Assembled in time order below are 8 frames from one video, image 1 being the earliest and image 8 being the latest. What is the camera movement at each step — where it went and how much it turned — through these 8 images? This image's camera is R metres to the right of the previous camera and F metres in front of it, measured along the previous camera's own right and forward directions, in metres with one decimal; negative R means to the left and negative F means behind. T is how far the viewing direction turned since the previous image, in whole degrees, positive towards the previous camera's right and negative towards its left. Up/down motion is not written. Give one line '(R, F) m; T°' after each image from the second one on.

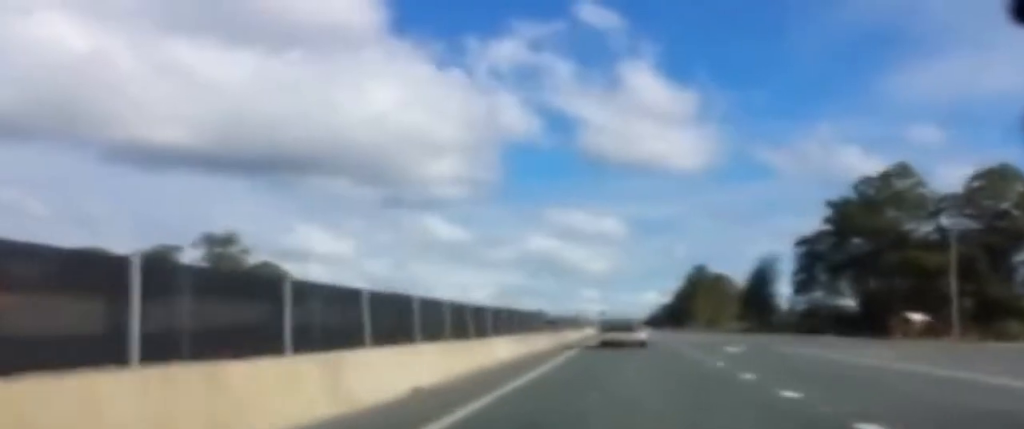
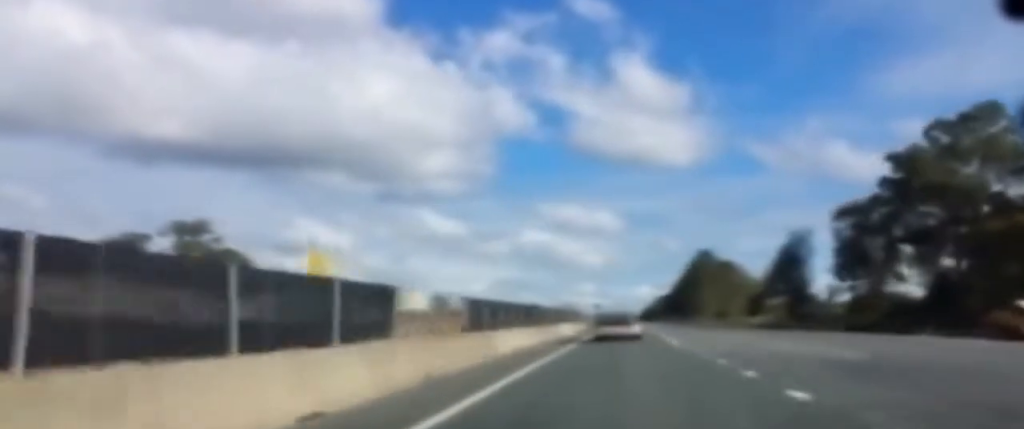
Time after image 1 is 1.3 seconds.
(+0.1, +28.6) m; +2°
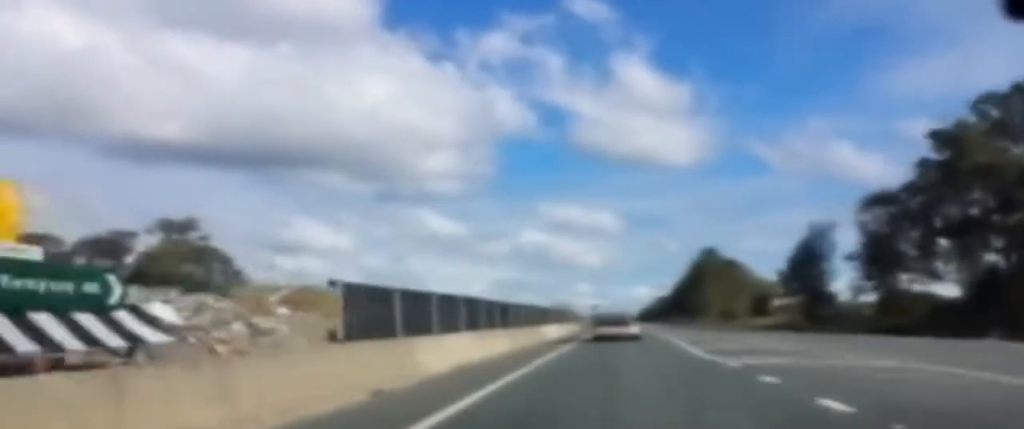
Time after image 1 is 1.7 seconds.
(+0.1, +9.6) m; +1°
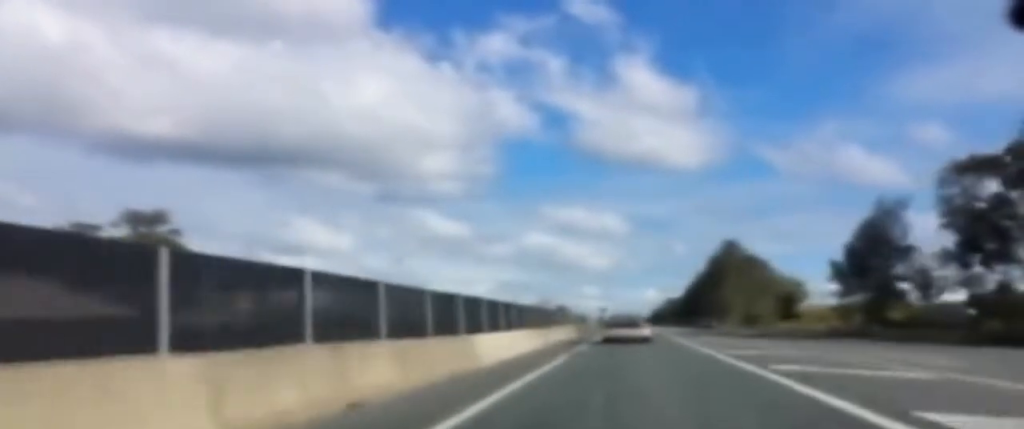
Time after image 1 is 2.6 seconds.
(+0.2, +19.9) m; 0°
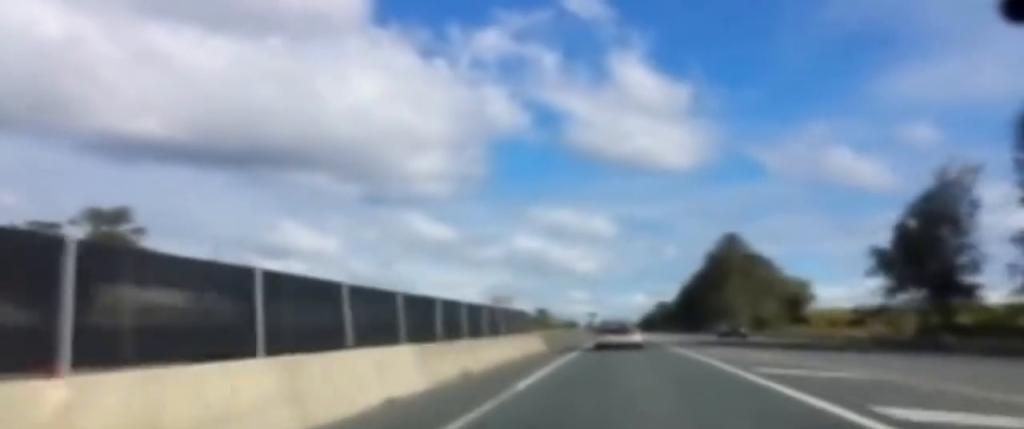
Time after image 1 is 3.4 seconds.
(-0.2, +16.2) m; -1°
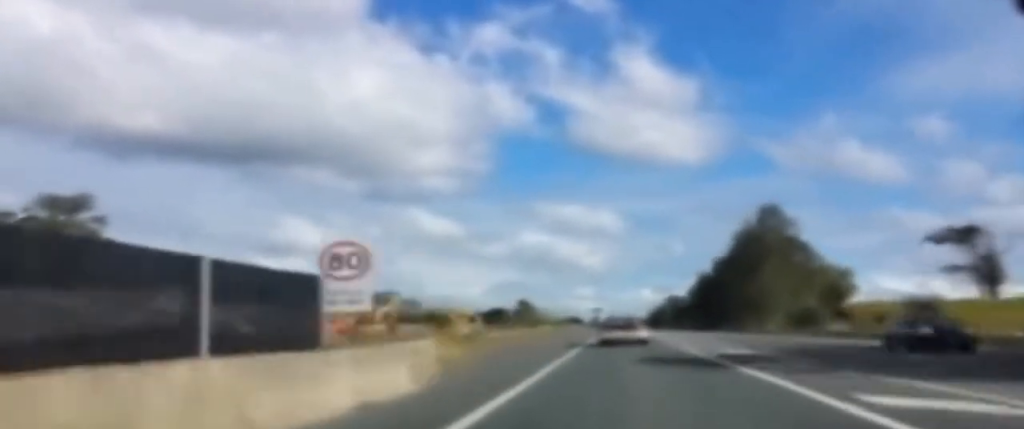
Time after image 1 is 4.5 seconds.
(-0.1, +25.1) m; 0°
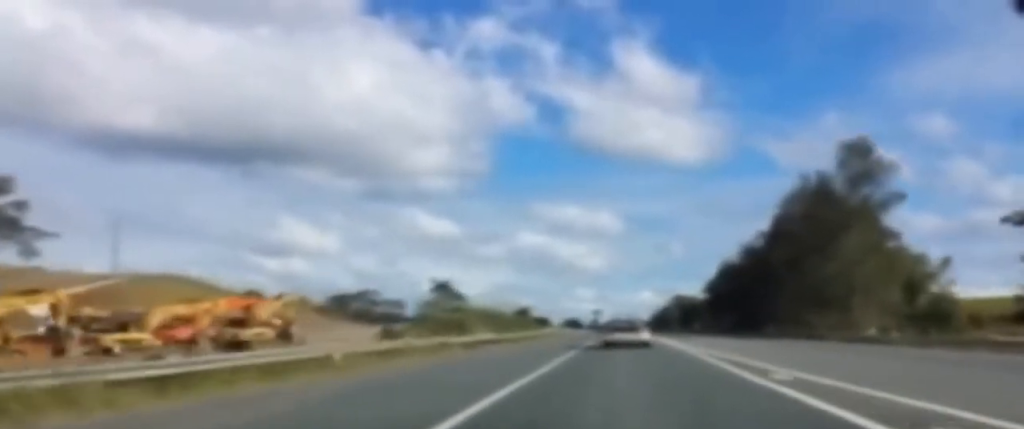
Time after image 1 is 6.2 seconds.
(-0.1, +38.6) m; +1°
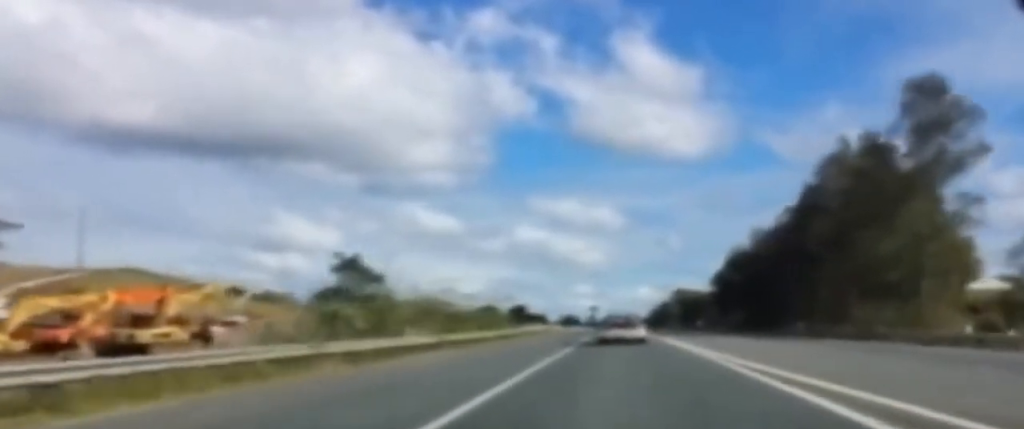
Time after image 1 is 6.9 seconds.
(+0.1, +15.5) m; +1°
